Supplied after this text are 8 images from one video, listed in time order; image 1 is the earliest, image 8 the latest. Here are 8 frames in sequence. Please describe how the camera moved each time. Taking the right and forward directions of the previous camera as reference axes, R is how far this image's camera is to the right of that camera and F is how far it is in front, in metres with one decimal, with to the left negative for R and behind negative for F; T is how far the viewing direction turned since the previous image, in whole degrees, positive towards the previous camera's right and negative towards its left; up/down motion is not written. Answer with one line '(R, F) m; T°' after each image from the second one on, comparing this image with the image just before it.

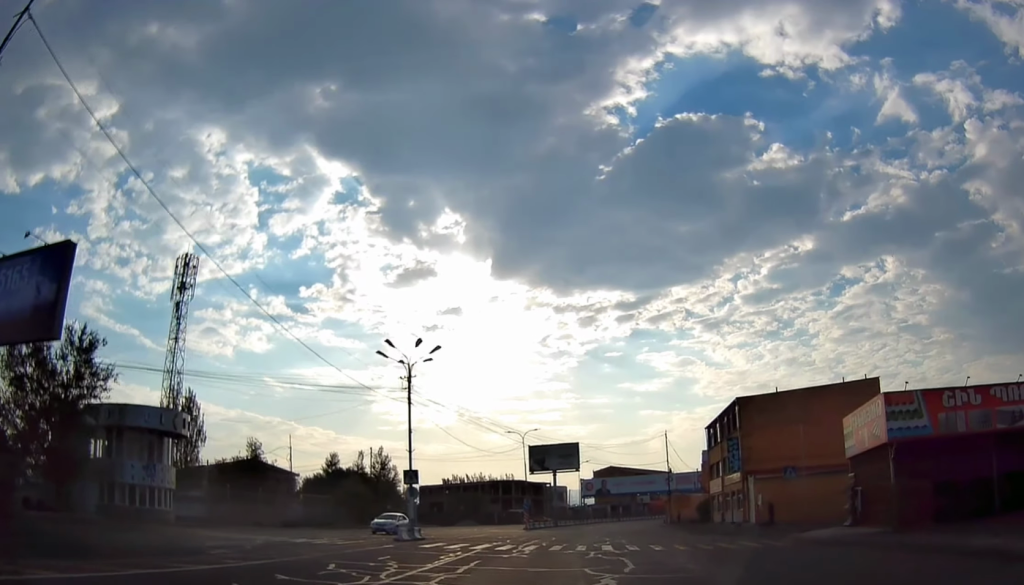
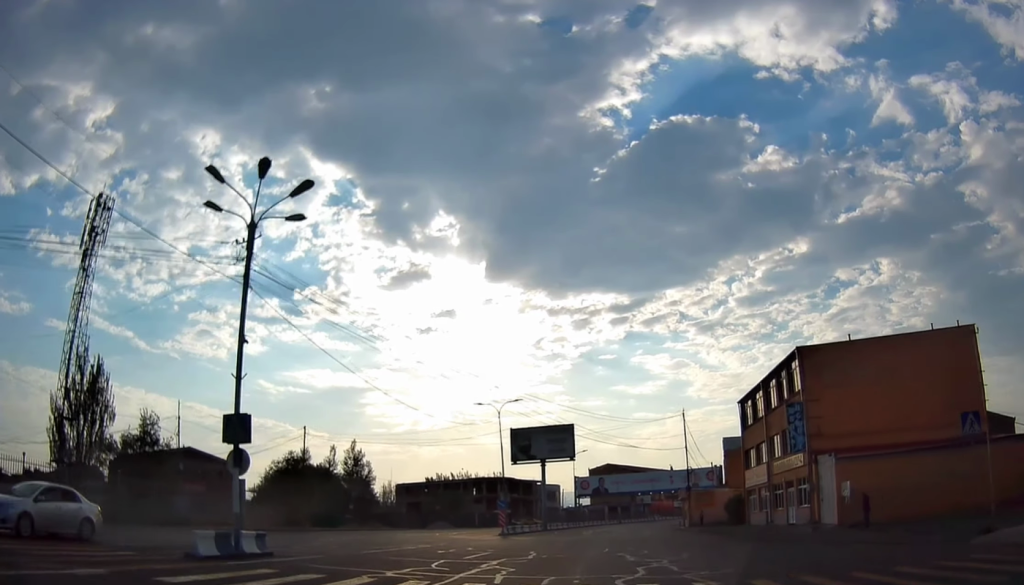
(+0.3, +17.1) m; +1°
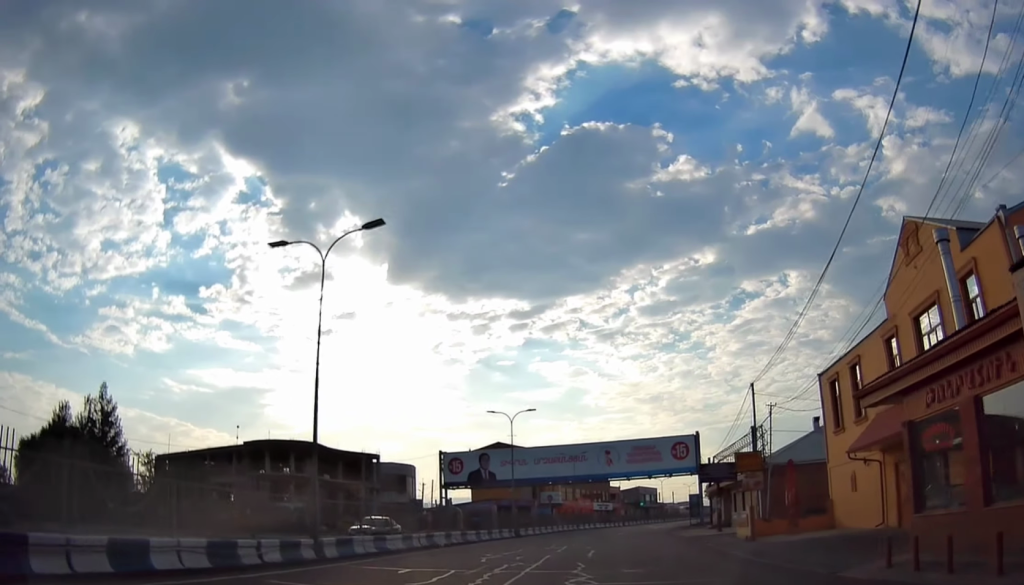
(+2.9, +62.9) m; +8°
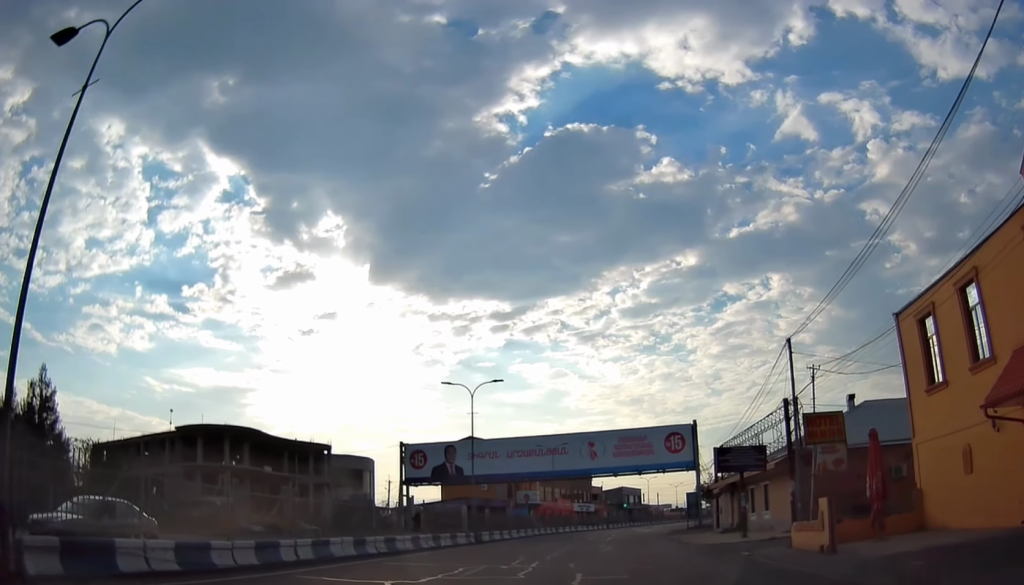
(+0.2, +10.6) m; +2°
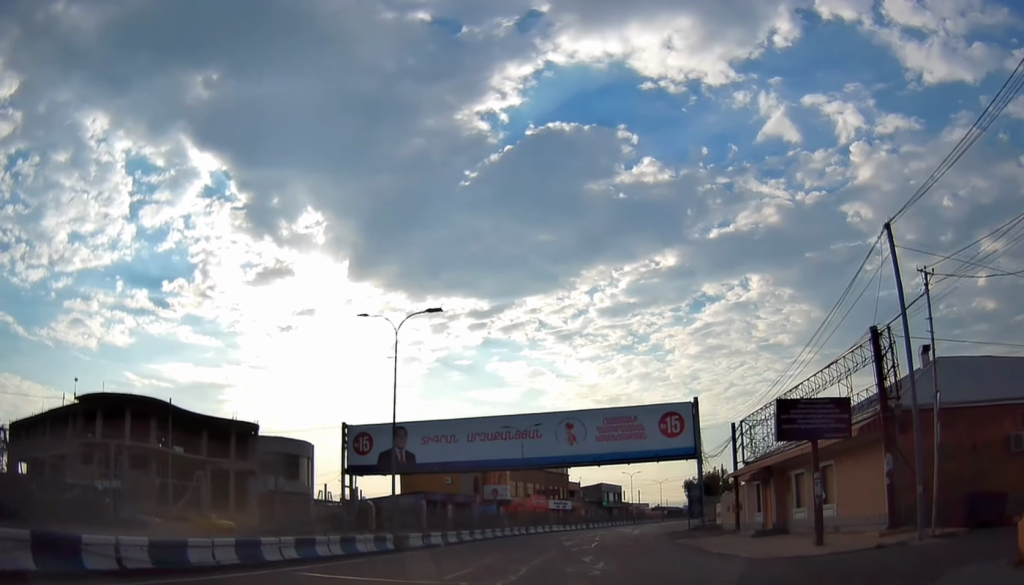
(+0.2, +12.7) m; +2°
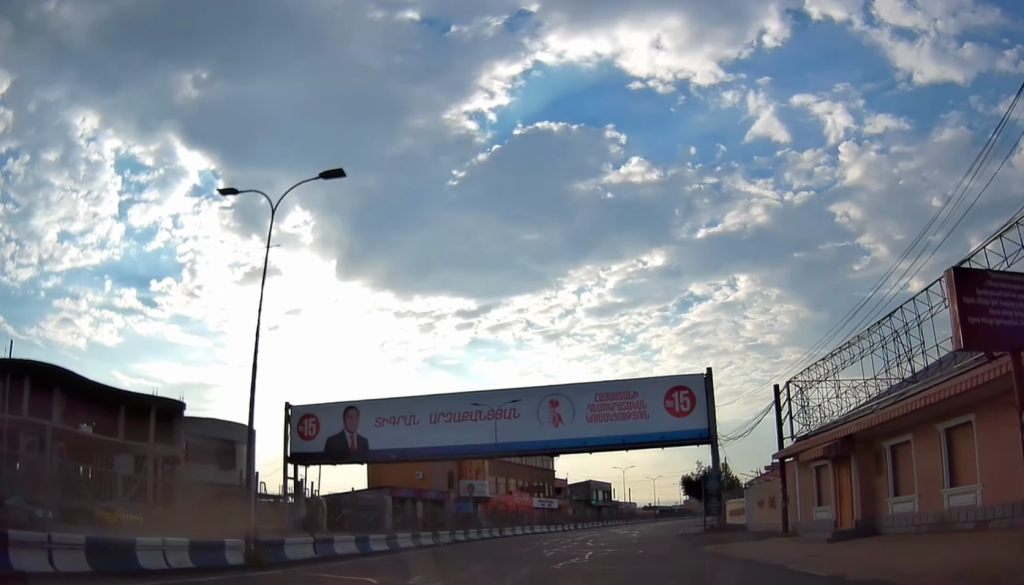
(+0.3, +10.9) m; +2°
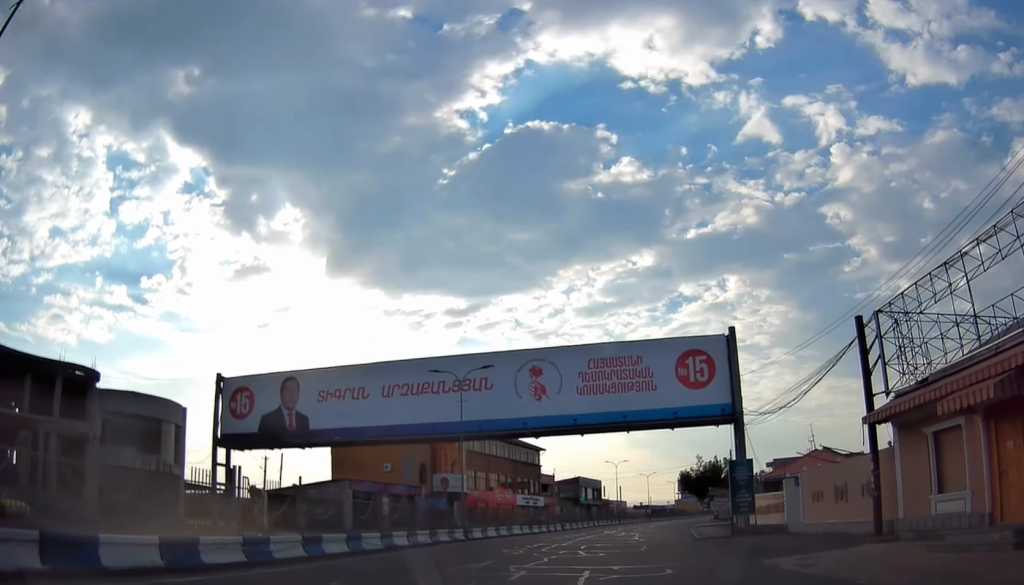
(+0.1, +10.0) m; +1°
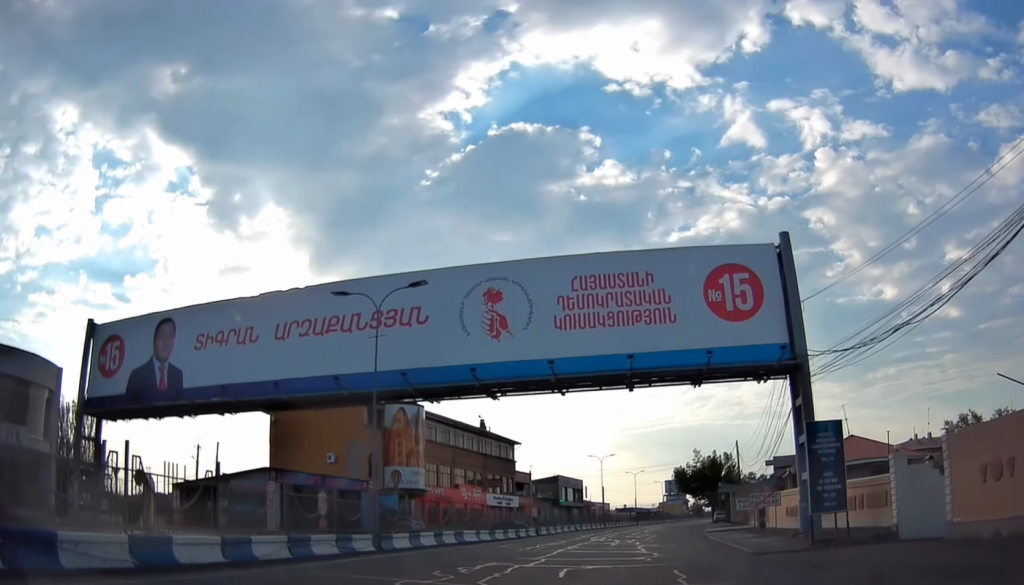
(+0.3, +13.3) m; +1°
